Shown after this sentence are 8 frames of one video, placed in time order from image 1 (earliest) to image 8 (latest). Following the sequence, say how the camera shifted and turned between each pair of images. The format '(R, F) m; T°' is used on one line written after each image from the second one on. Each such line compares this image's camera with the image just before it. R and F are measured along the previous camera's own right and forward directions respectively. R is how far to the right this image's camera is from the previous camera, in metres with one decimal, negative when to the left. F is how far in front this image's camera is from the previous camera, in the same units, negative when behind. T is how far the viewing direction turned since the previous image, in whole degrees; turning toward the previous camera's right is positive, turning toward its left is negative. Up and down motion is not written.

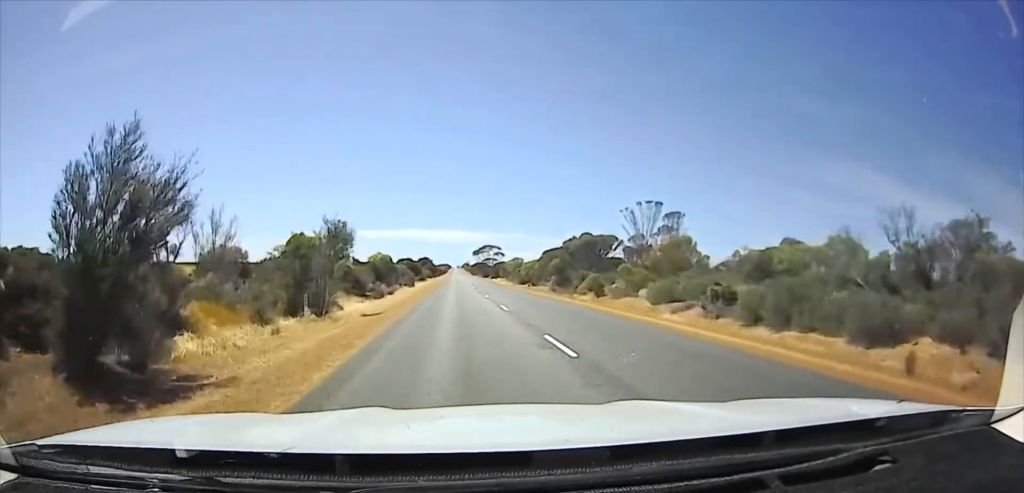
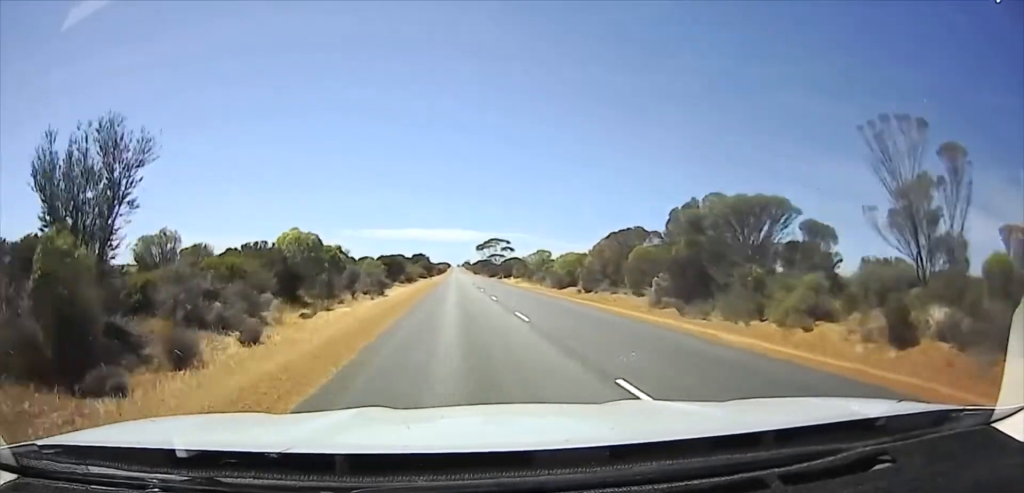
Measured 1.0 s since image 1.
(0.0, +34.3) m; 0°
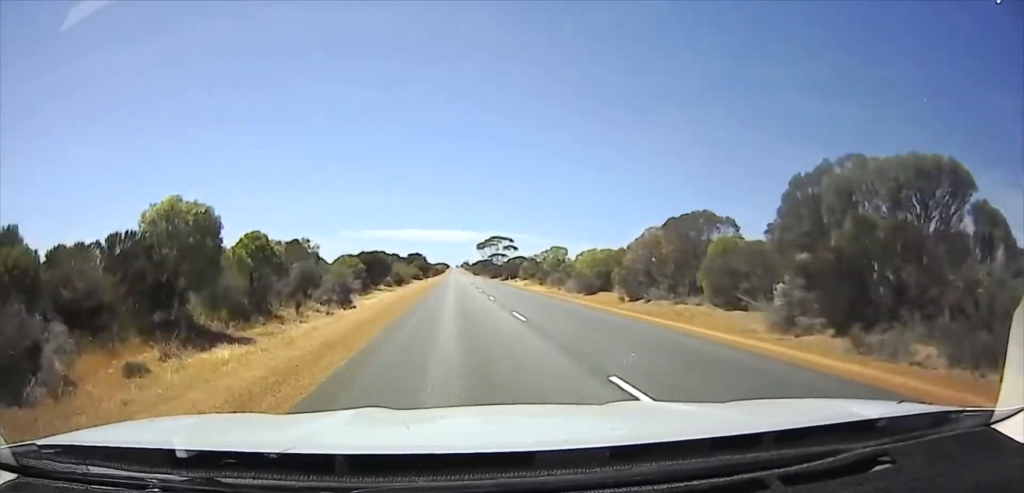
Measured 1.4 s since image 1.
(0.0, +14.4) m; 0°
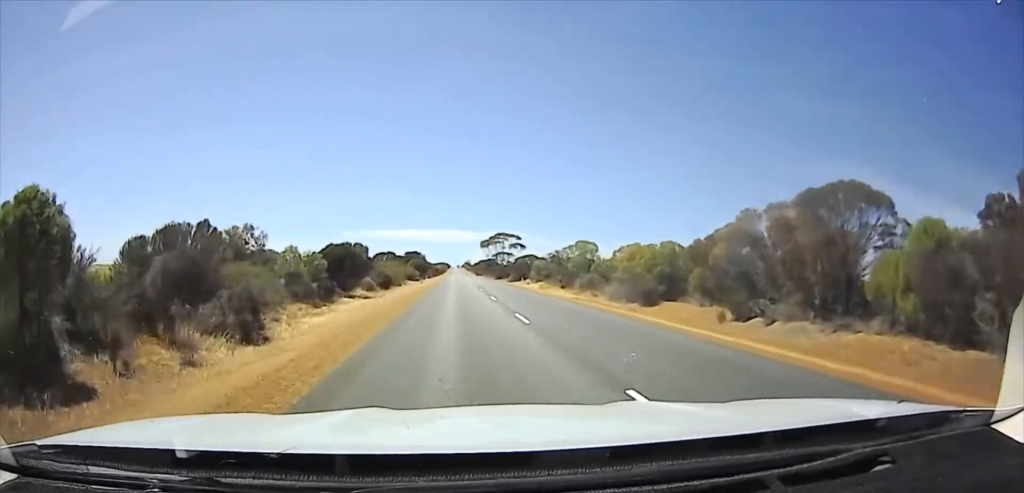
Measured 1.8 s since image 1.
(0.0, +14.0) m; 0°
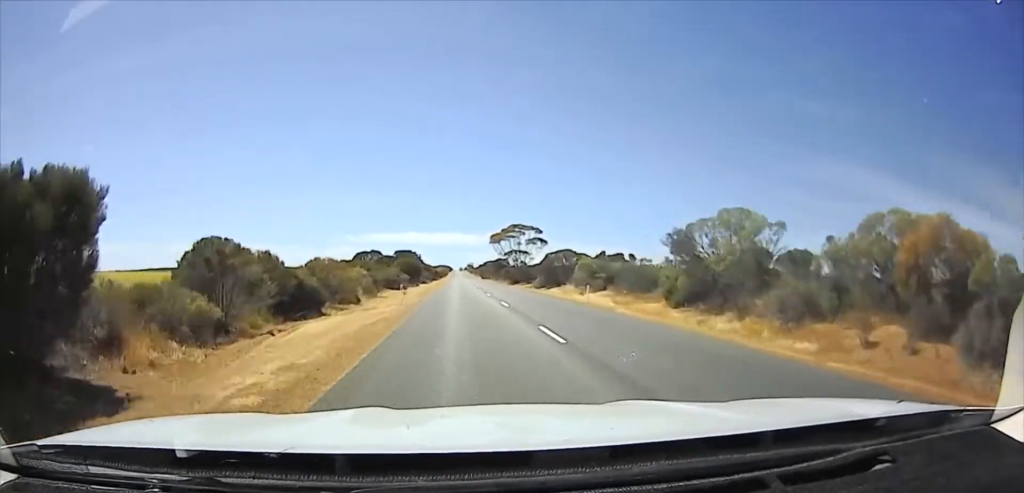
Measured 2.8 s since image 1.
(0.0, +28.2) m; 0°
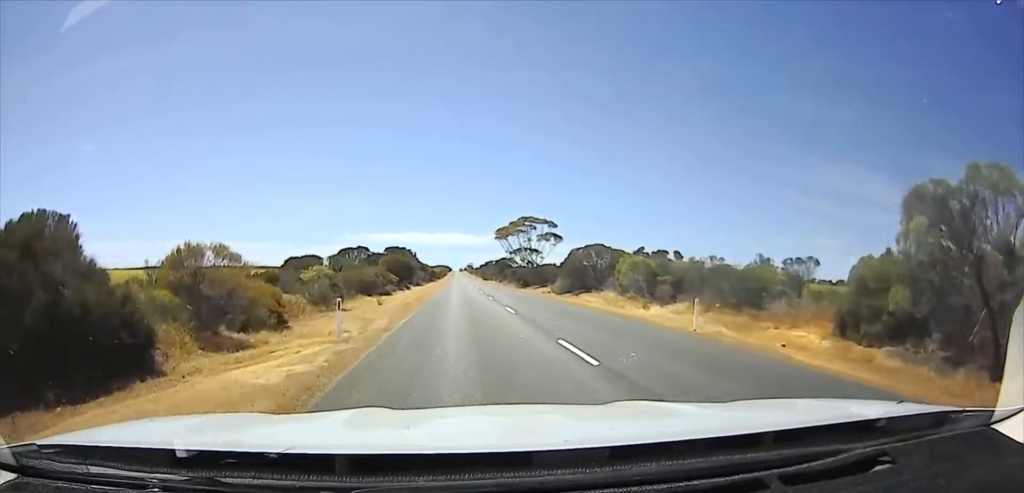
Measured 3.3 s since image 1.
(0.0, +15.0) m; 0°
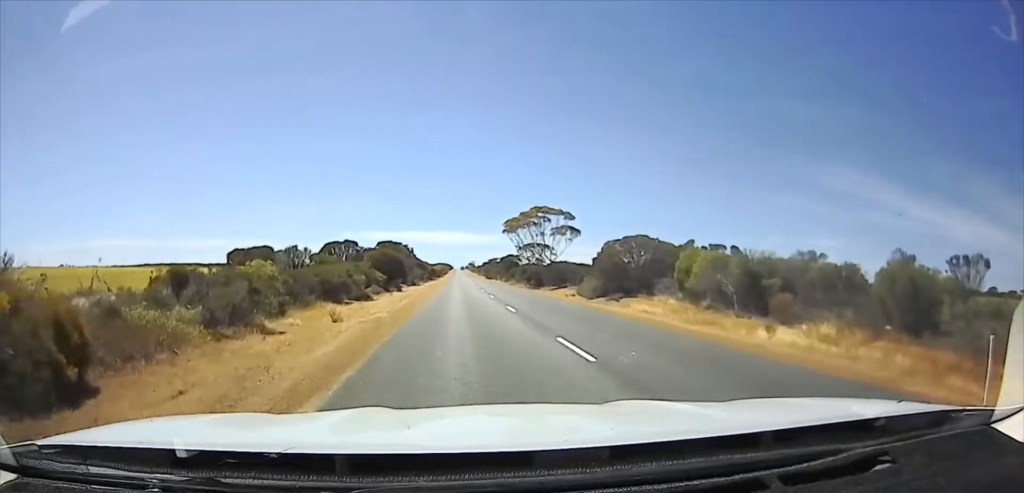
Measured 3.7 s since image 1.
(0.0, +10.4) m; 0°
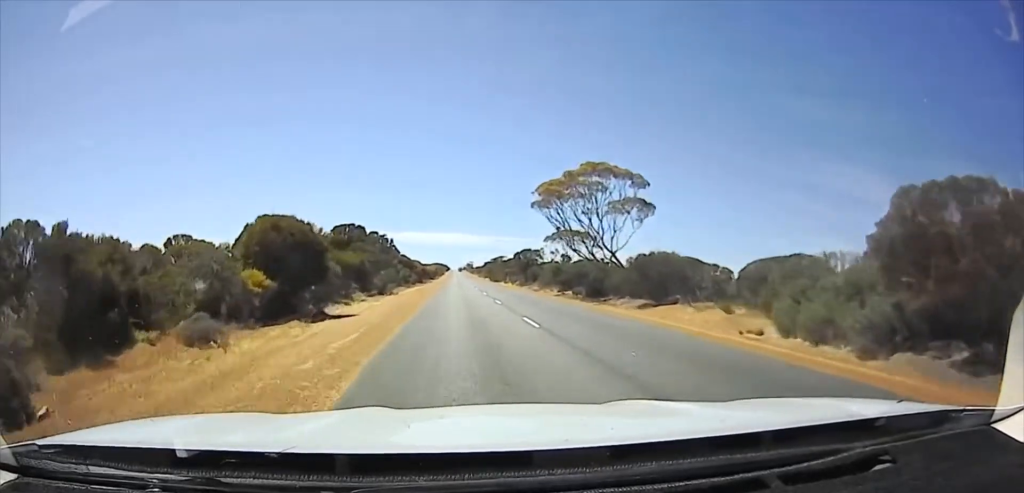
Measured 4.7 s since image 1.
(0.0, +24.8) m; 0°
